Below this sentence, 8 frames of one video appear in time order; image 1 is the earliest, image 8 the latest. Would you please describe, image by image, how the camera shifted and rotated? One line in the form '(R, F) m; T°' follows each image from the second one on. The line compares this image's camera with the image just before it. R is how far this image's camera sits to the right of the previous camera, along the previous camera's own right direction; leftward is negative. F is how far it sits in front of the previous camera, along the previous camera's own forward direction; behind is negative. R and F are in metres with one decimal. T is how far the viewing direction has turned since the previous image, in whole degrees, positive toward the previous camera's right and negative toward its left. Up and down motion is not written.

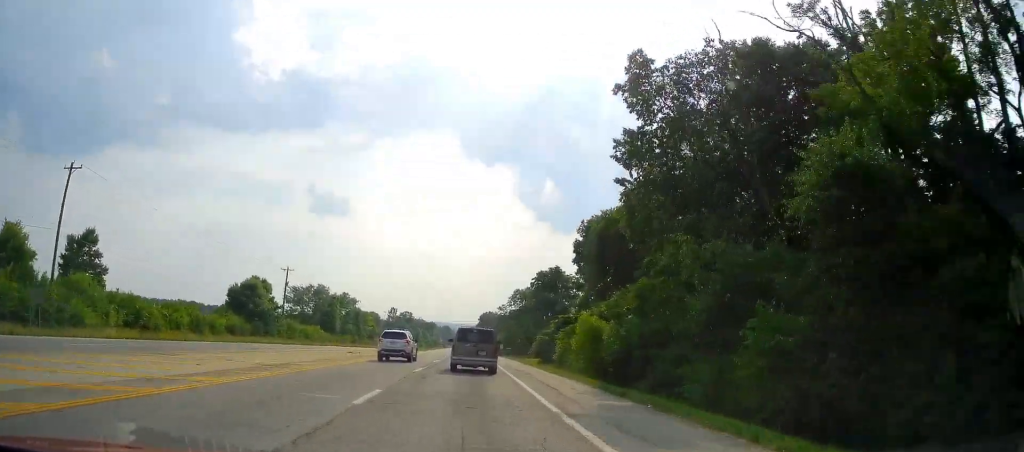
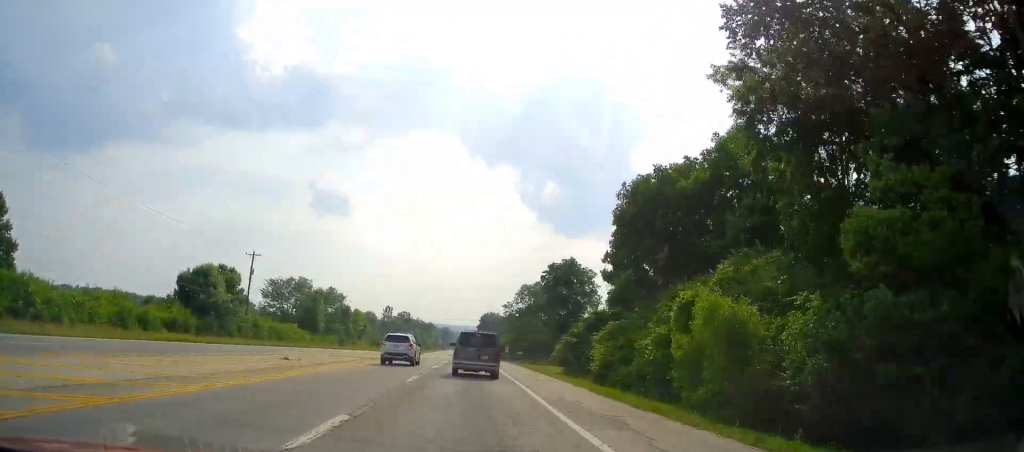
(+0.1, +16.6) m; 0°
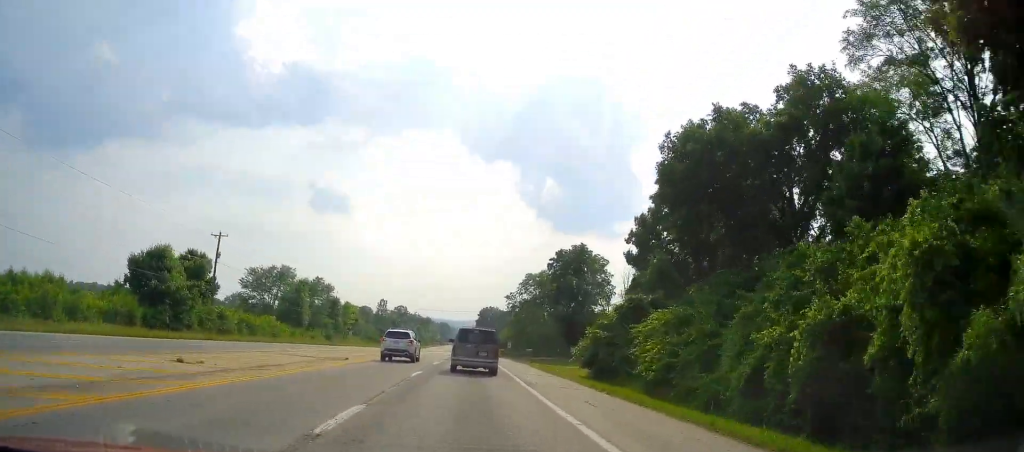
(0.0, +11.3) m; 0°
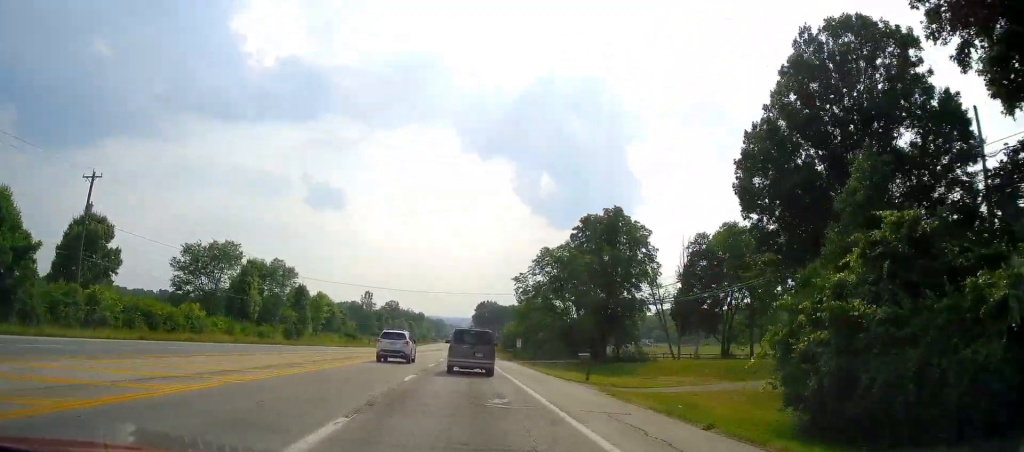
(-0.1, +26.3) m; 0°
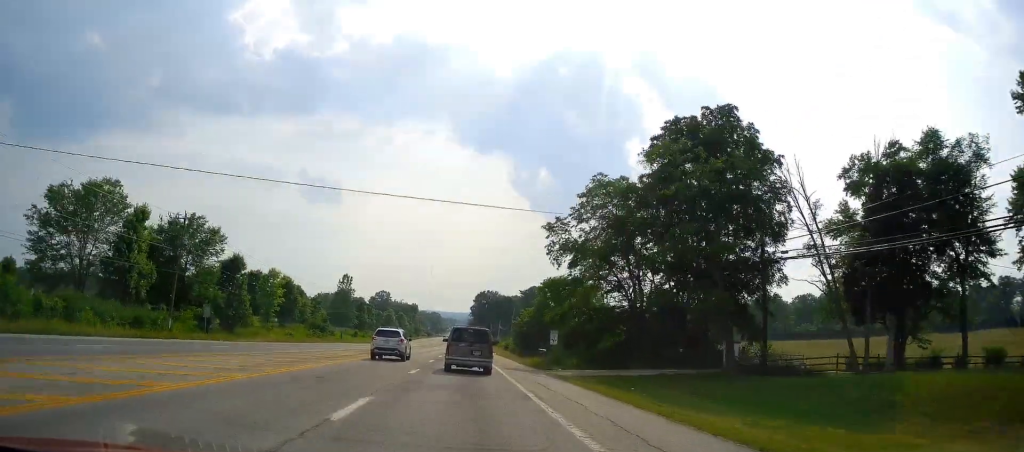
(0.0, +32.9) m; +1°
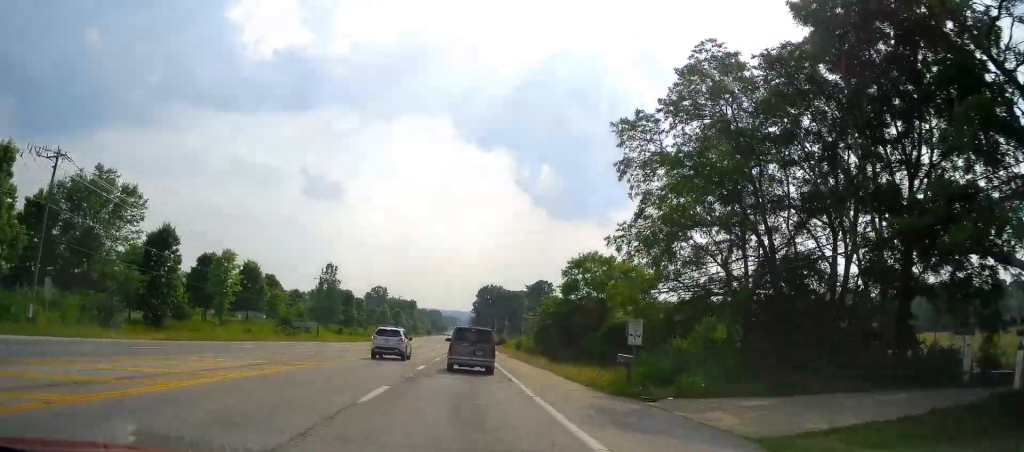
(+0.4, +21.7) m; 0°
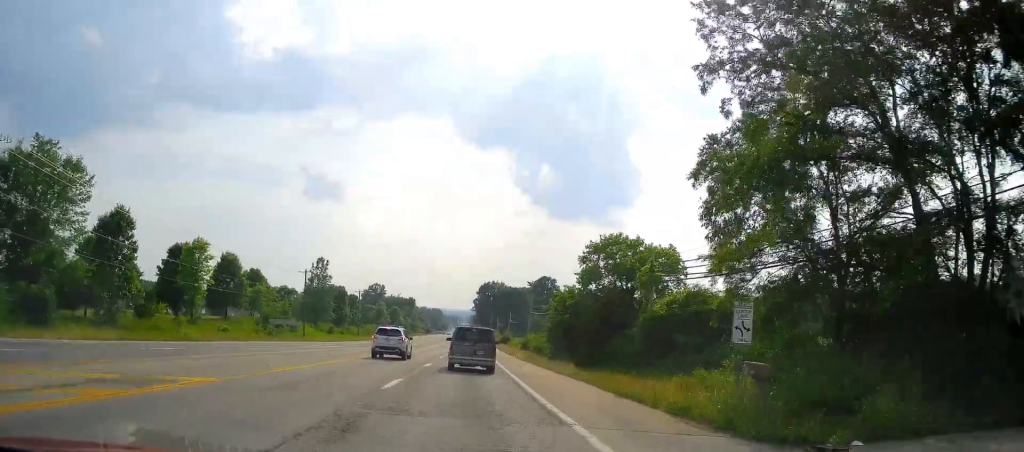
(+0.1, +9.7) m; 0°
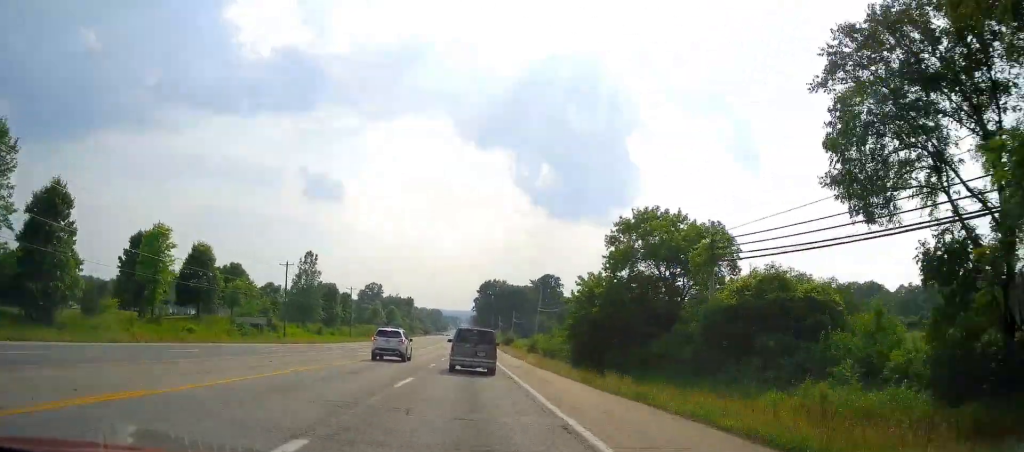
(-0.1, +10.5) m; -1°
